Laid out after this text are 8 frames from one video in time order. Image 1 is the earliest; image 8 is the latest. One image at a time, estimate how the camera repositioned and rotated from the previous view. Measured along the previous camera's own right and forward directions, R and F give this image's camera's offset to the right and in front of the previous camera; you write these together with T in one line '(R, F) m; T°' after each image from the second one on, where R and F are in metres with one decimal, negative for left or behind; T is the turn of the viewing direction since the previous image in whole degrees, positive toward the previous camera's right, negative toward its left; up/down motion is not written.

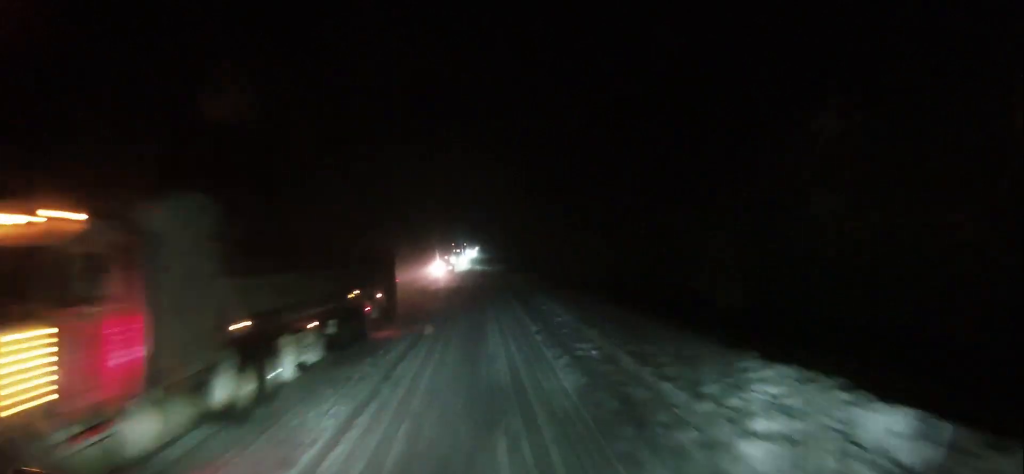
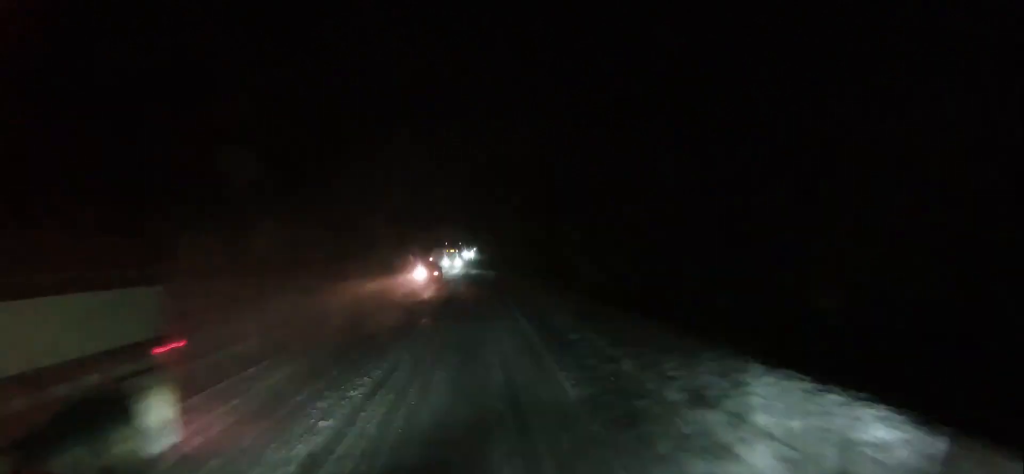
(+0.2, +10.4) m; +1°
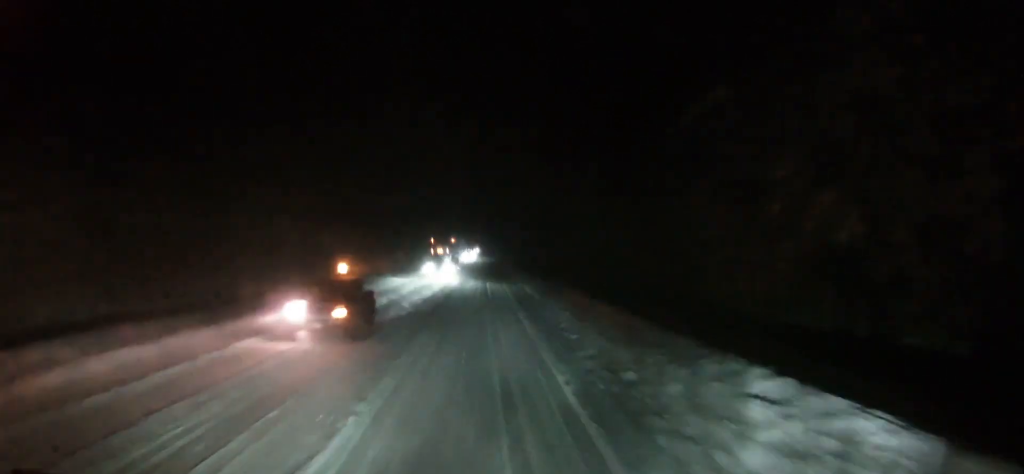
(0.0, +19.3) m; 0°
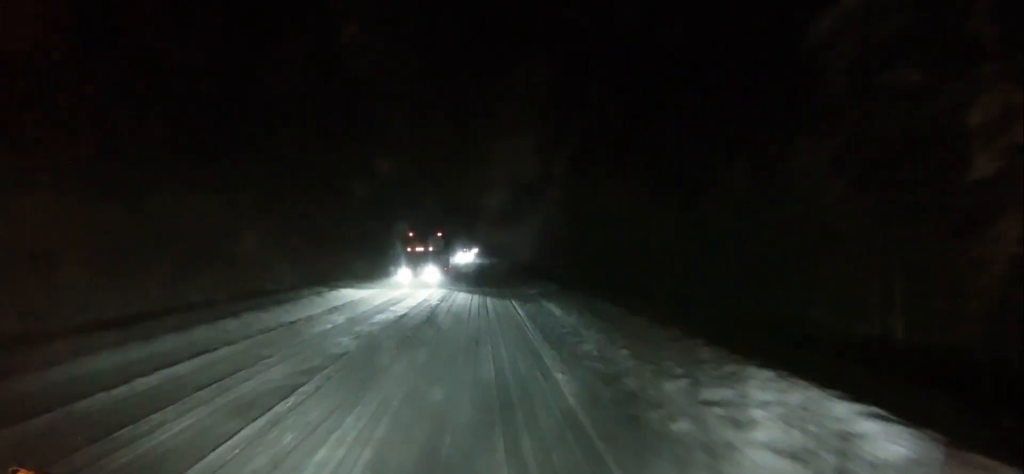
(+0.2, +10.6) m; 0°
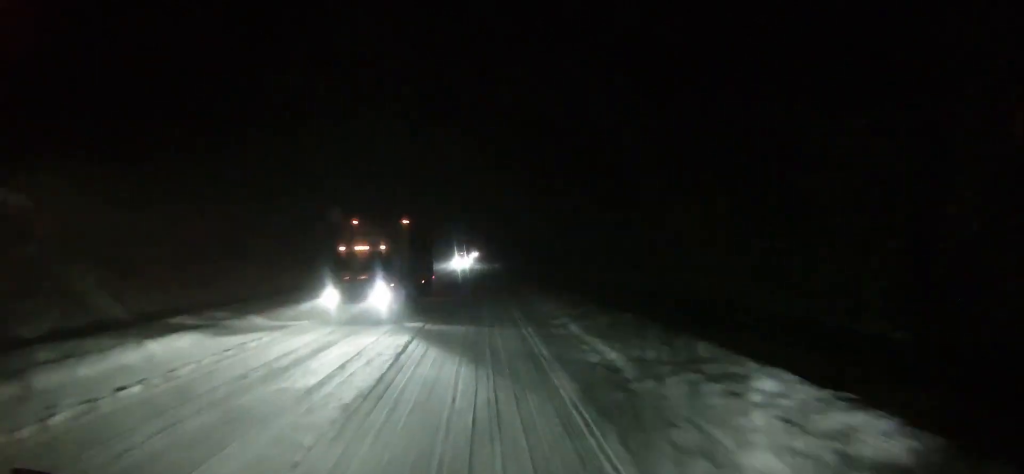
(-0.2, +11.9) m; 0°
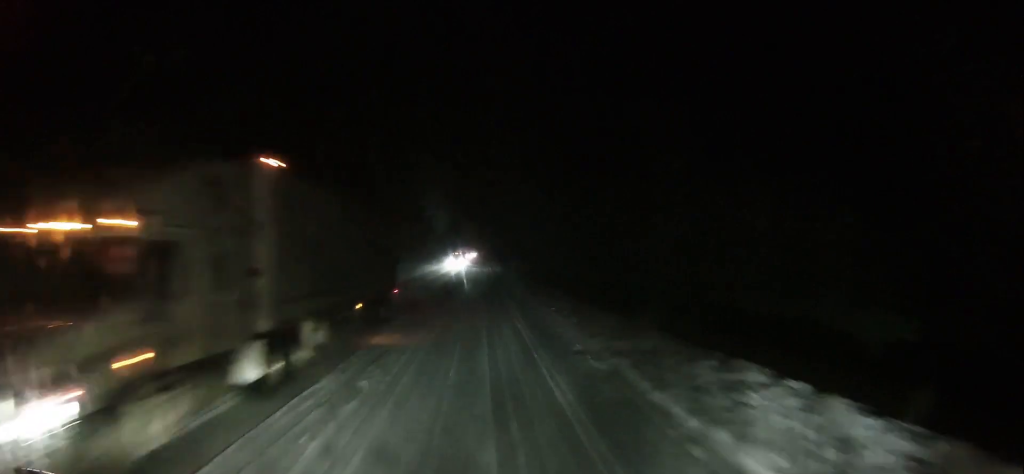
(+0.1, +9.4) m; -1°
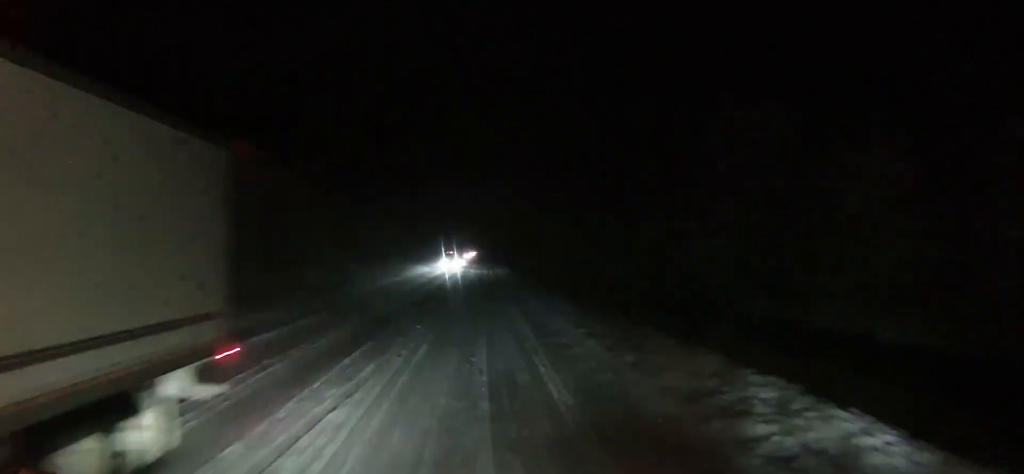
(-0.1, +8.6) m; -1°
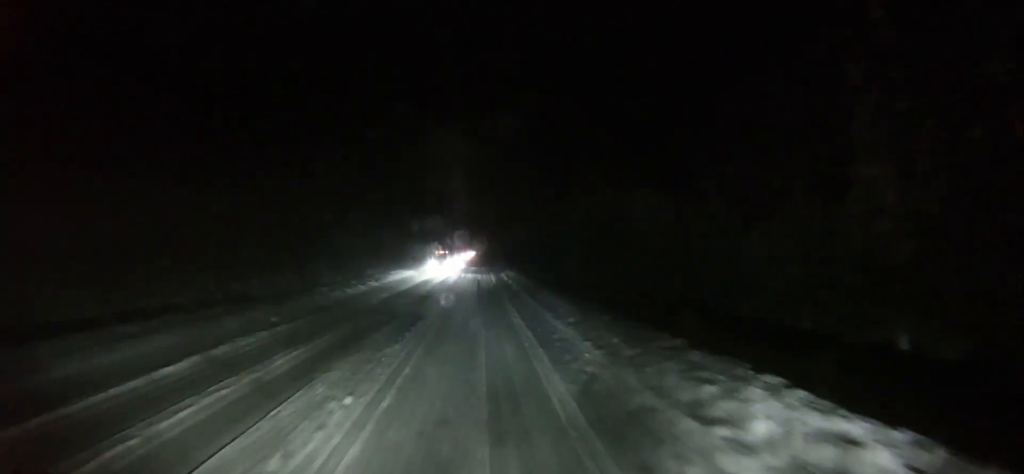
(-0.3, +11.8) m; 0°
